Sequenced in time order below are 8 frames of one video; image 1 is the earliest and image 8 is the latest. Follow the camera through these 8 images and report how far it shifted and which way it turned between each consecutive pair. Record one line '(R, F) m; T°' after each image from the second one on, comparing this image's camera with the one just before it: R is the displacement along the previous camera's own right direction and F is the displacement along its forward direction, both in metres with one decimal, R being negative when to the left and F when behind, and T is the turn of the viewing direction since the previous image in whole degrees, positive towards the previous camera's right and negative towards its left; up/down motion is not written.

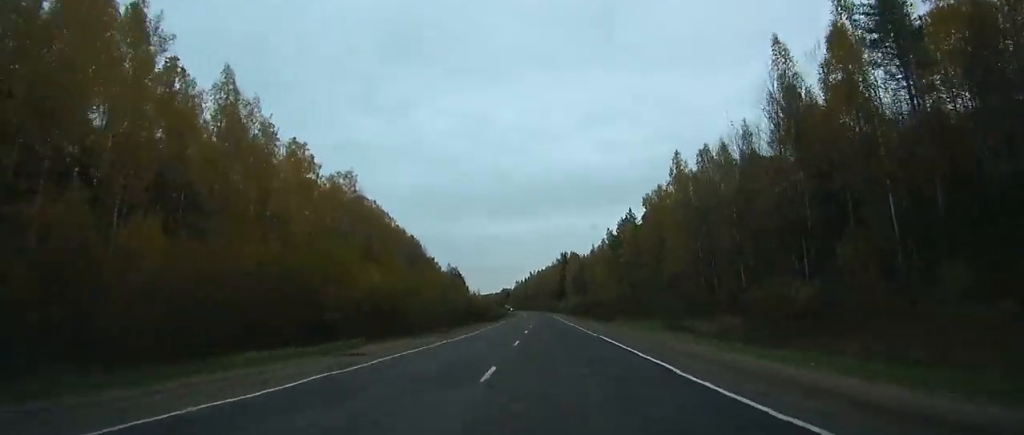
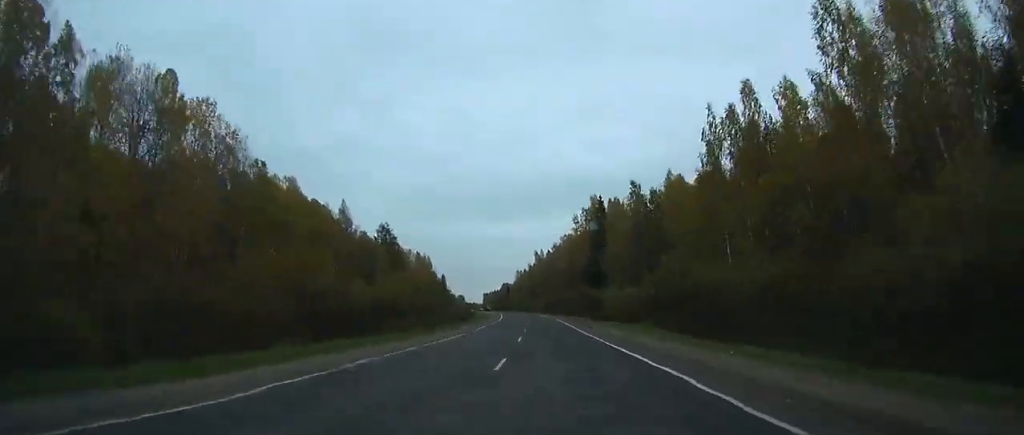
(-0.5, +143.5) m; -1°
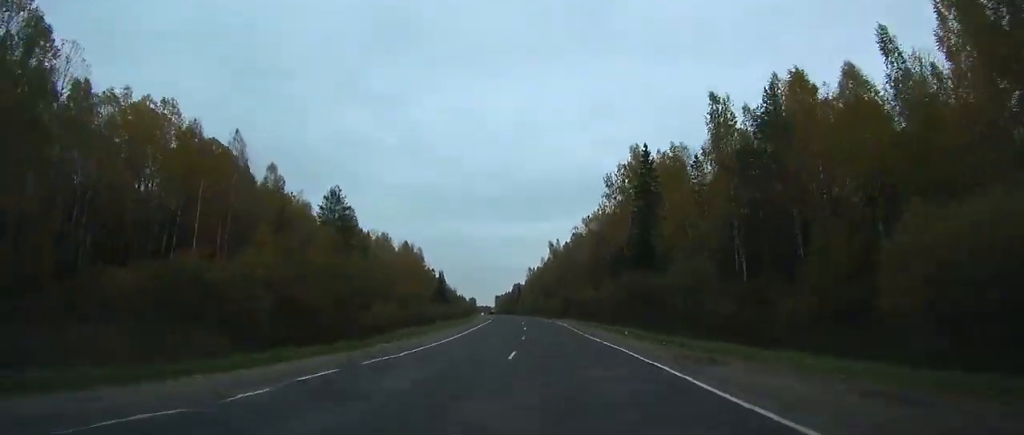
(-0.4, +46.8) m; -1°
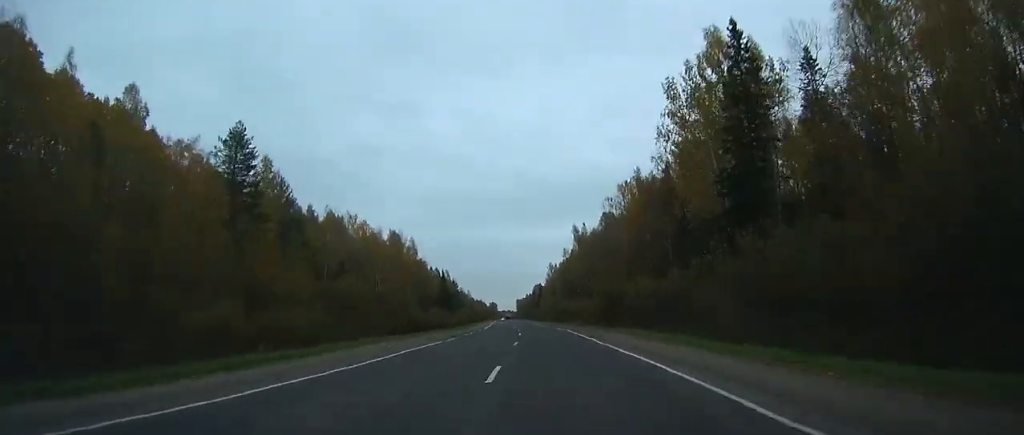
(-0.5, +40.5) m; -2°
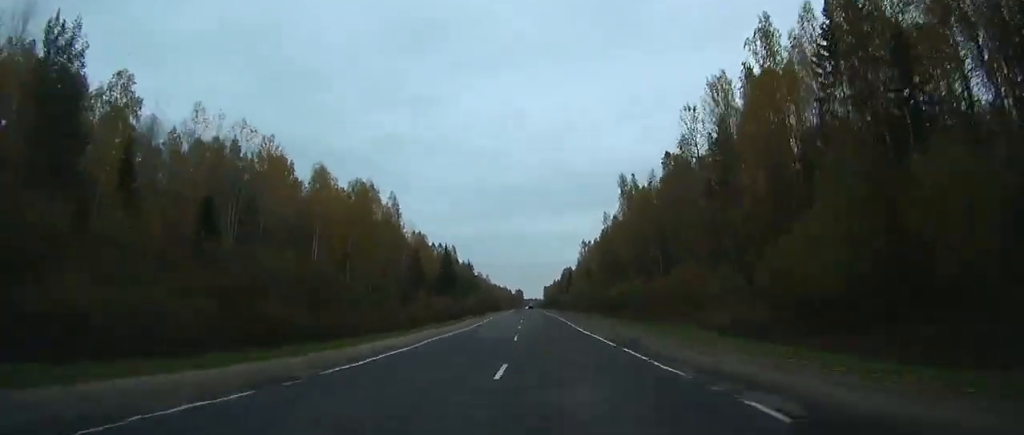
(-1.0, +46.9) m; -2°
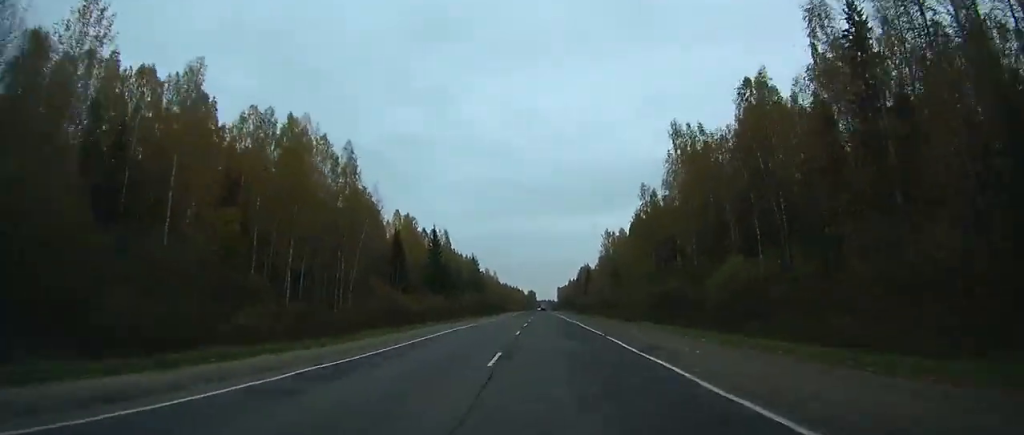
(-0.4, +33.8) m; -2°
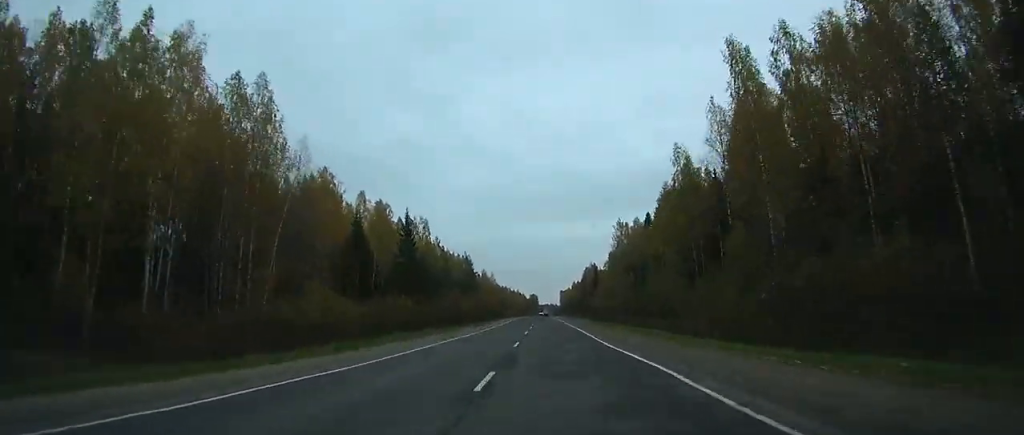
(-0.4, +27.9) m; 0°
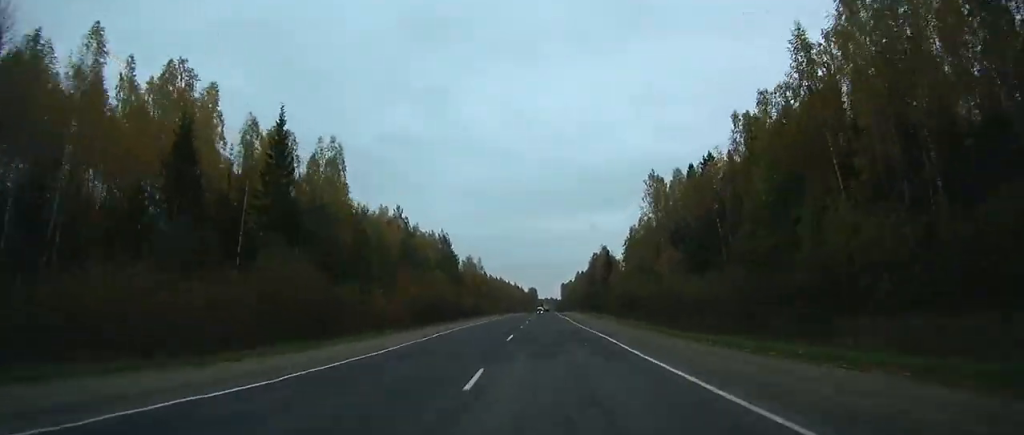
(-0.4, +50.2) m; 0°
